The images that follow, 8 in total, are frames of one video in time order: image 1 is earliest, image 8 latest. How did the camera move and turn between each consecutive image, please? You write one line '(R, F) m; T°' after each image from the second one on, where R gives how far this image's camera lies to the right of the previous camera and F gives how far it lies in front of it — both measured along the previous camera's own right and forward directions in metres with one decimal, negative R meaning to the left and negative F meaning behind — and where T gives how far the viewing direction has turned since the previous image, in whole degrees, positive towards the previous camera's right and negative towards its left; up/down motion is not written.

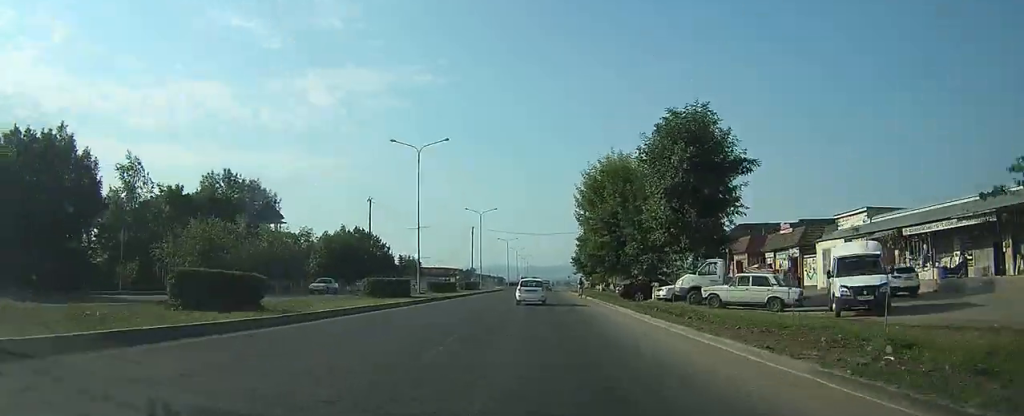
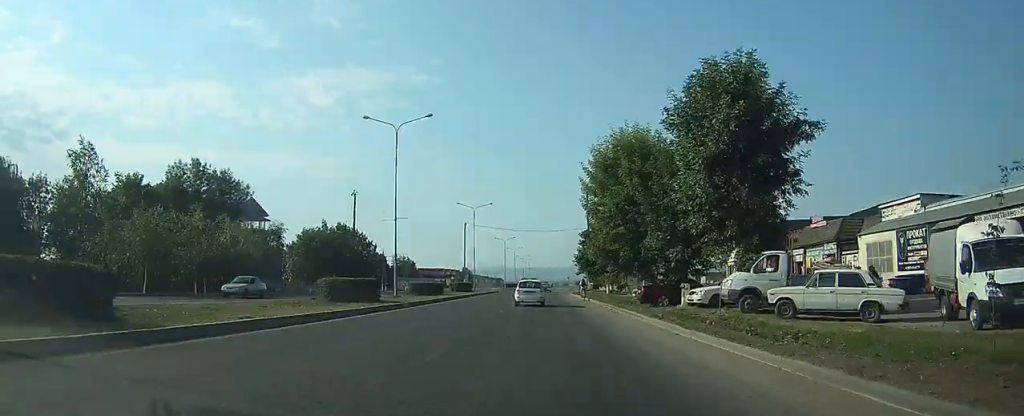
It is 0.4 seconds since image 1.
(+0.1, +7.0) m; 0°
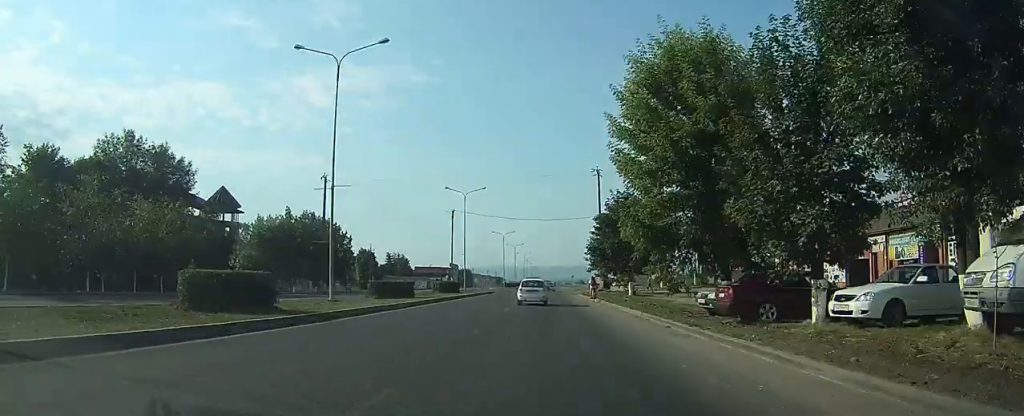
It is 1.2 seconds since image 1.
(0.0, +12.5) m; 0°
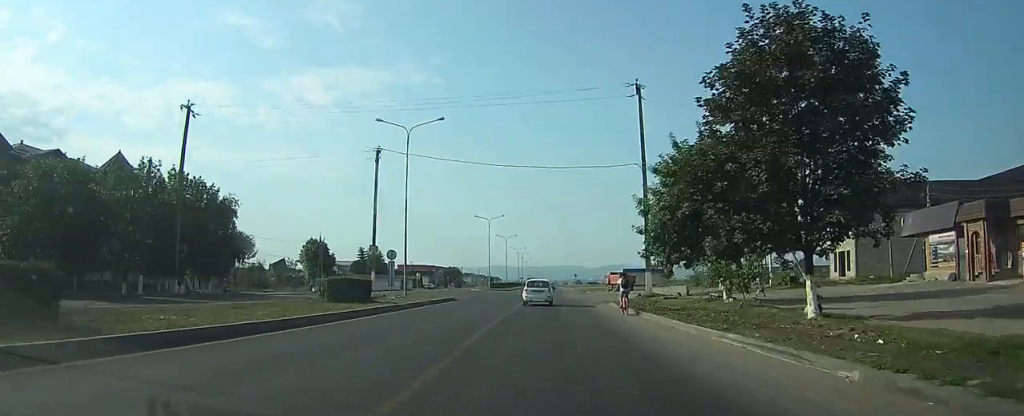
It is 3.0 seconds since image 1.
(+0.2, +29.1) m; +1°
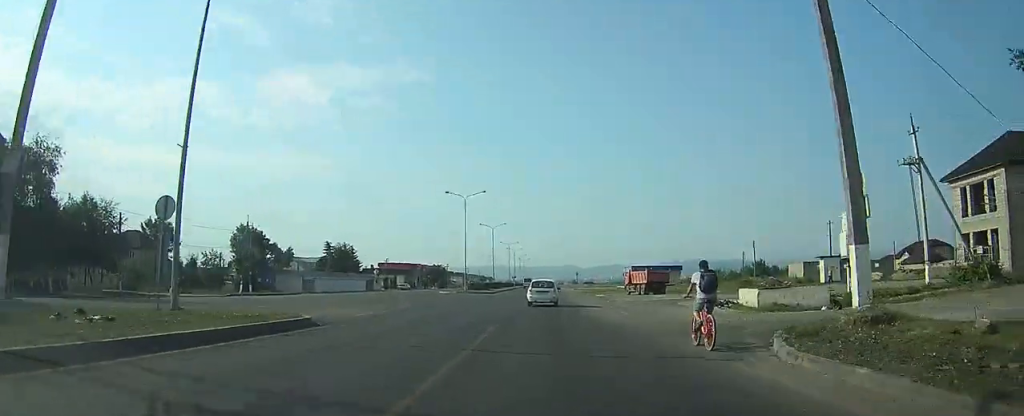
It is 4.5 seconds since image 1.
(0.0, +25.1) m; 0°
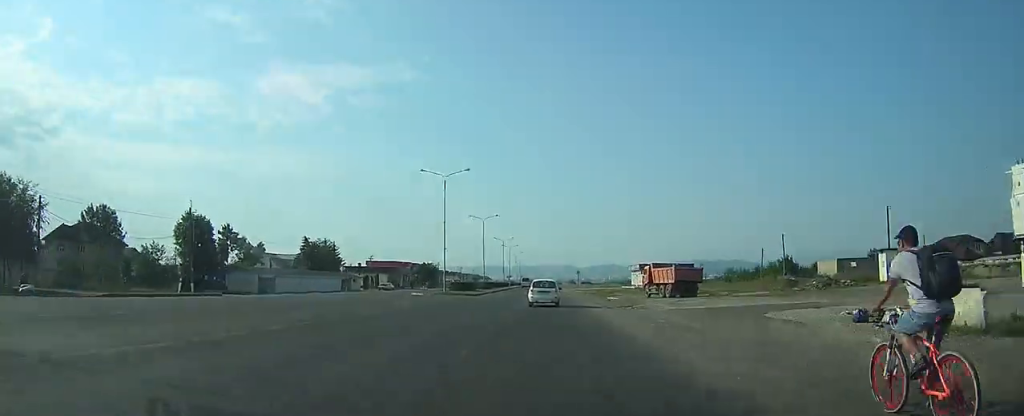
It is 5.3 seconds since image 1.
(0.0, +13.5) m; 0°
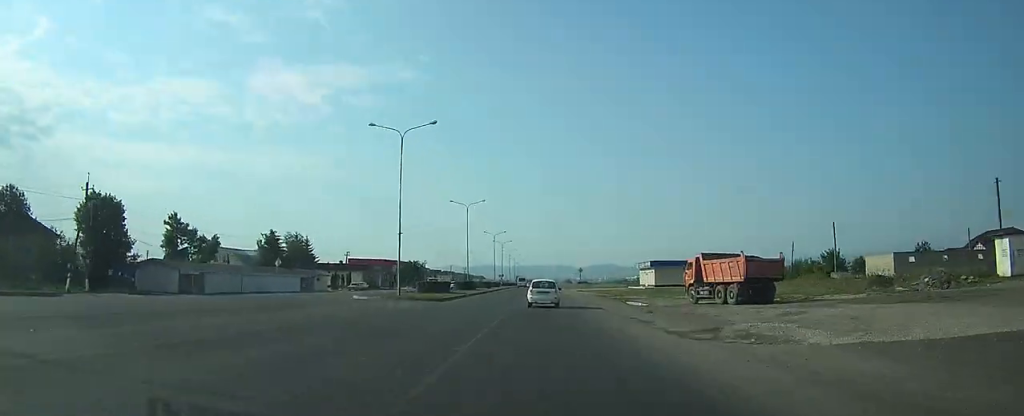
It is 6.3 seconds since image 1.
(0.0, +17.0) m; 0°
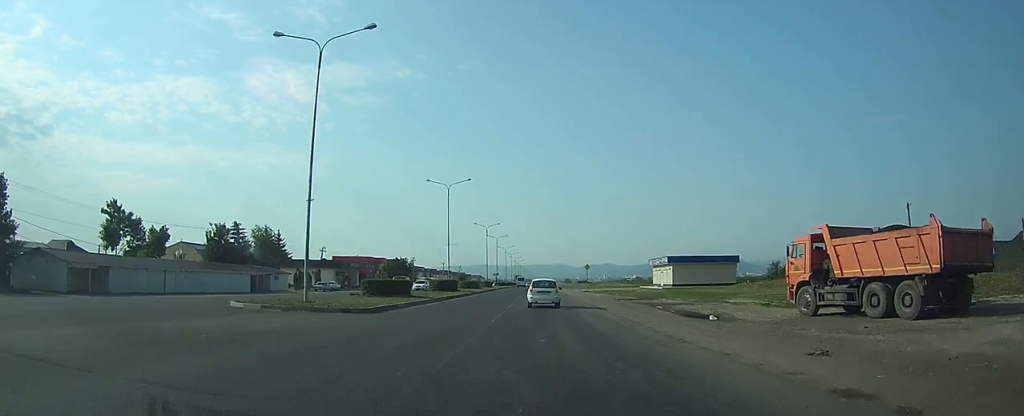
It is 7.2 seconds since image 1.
(0.0, +15.9) m; 0°
